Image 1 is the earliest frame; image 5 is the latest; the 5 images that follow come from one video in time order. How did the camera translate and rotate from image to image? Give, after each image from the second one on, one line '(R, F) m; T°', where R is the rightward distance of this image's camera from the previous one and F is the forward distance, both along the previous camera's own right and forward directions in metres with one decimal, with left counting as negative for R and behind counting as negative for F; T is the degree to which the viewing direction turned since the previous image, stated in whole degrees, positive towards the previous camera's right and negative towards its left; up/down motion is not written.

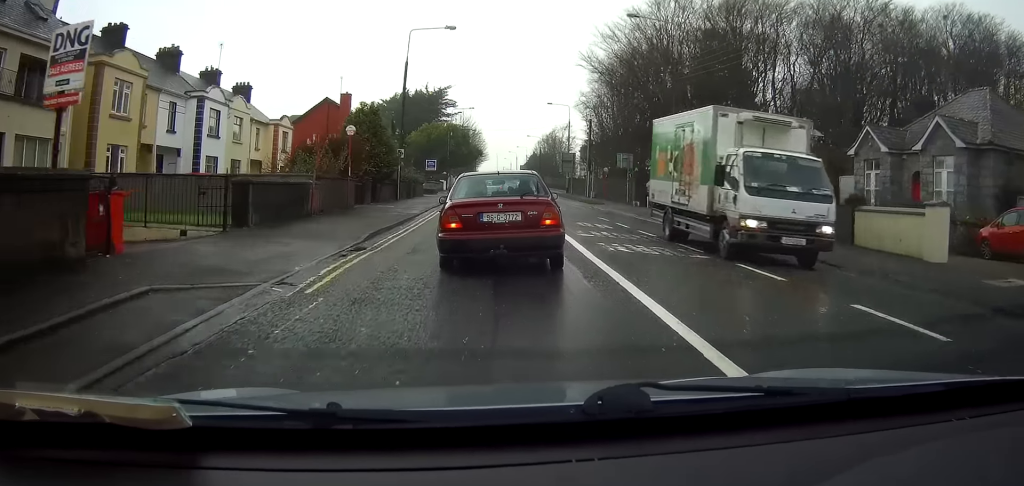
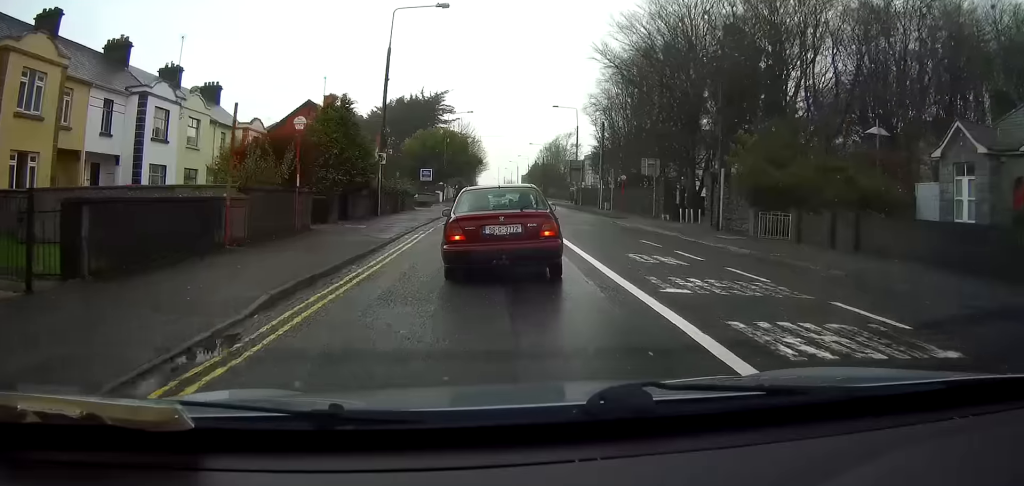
(-0.4, +7.4) m; -2°
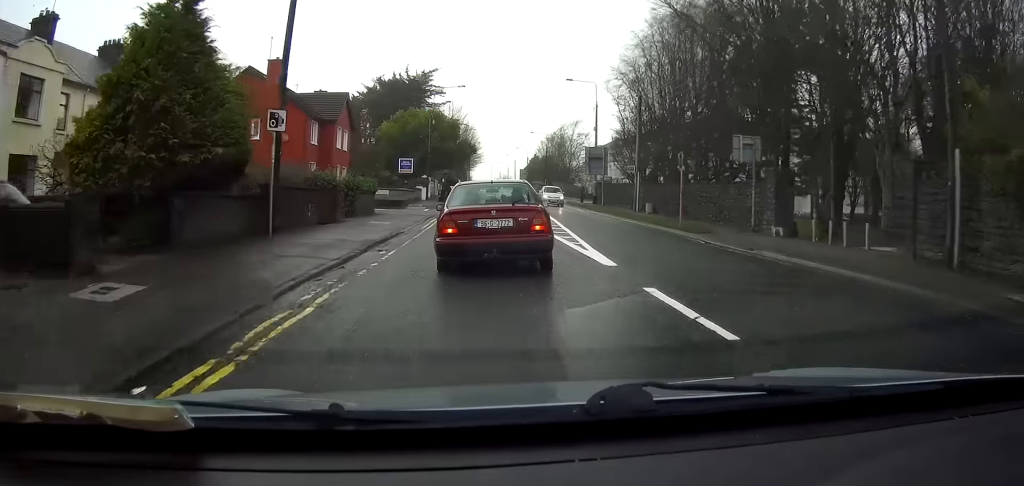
(+0.5, +15.6) m; +2°
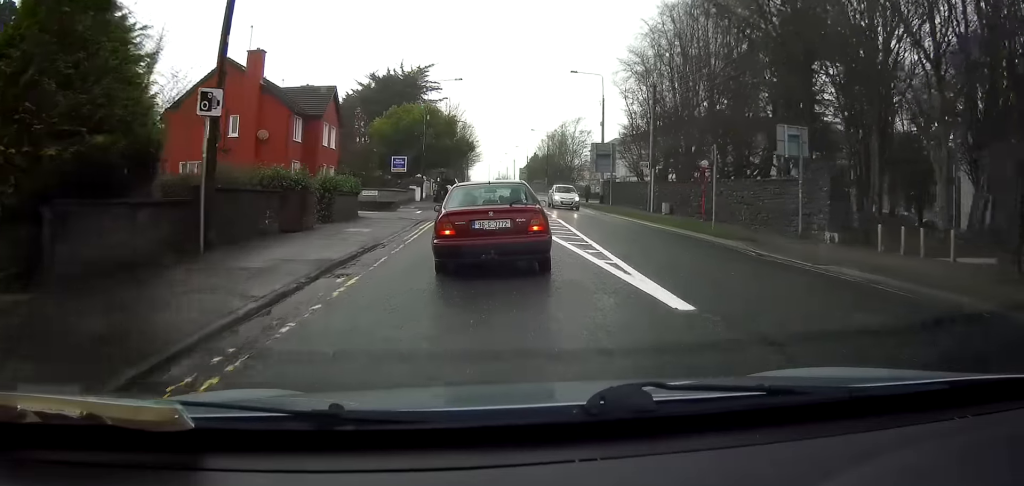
(0.0, +4.0) m; 0°
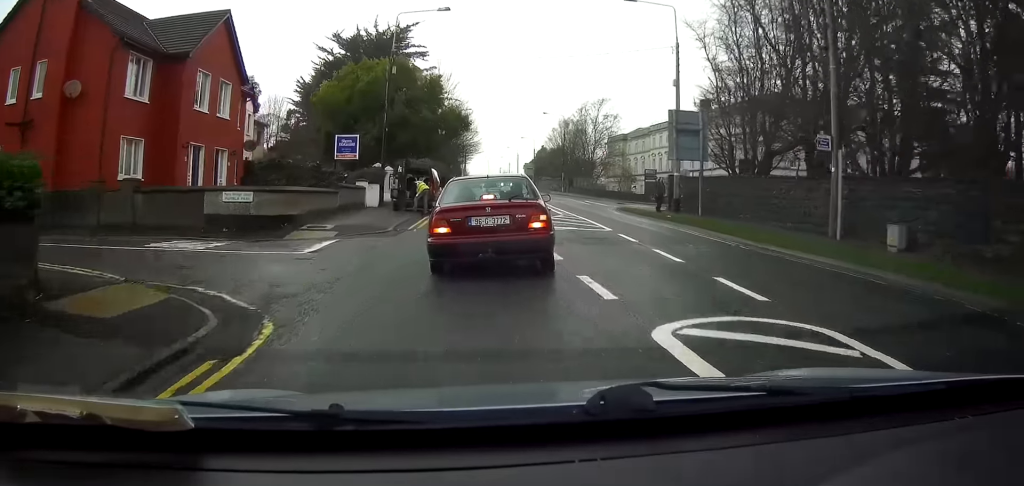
(0.0, +21.0) m; 0°
